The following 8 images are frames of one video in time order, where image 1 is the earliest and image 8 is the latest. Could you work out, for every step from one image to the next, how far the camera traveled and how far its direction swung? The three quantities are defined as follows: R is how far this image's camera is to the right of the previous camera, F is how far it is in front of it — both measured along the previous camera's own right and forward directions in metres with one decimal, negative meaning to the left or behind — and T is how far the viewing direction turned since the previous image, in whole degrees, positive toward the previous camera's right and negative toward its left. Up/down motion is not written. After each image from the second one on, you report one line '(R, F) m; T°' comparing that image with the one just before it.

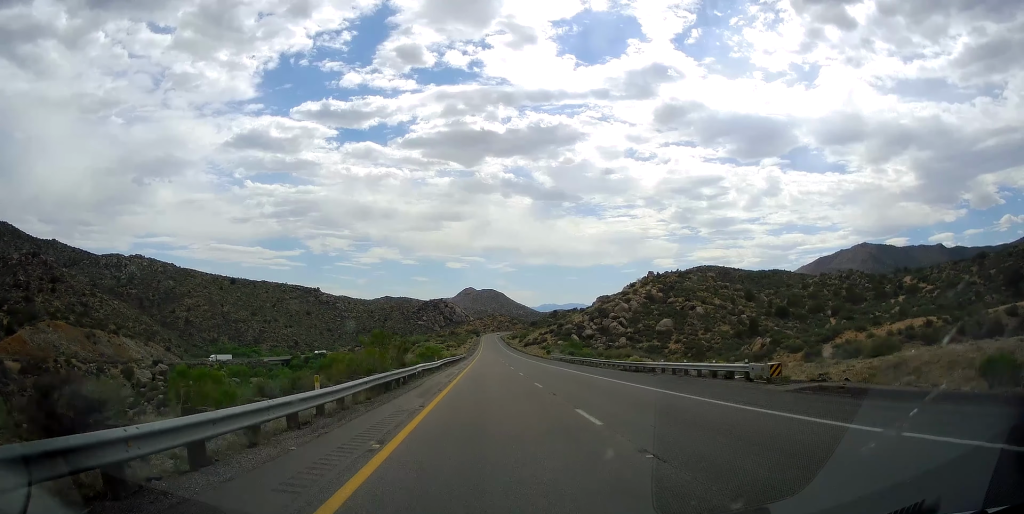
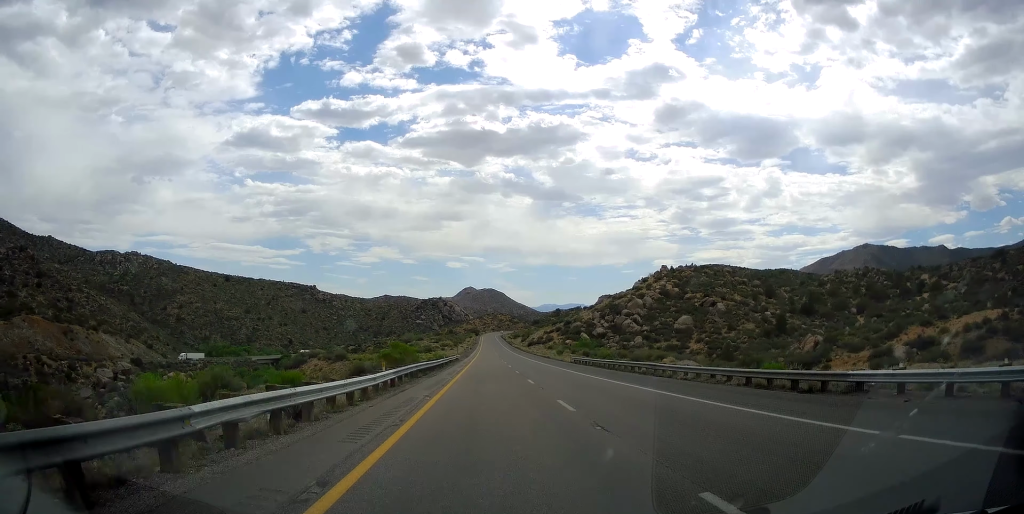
(-0.4, +21.4) m; +1°
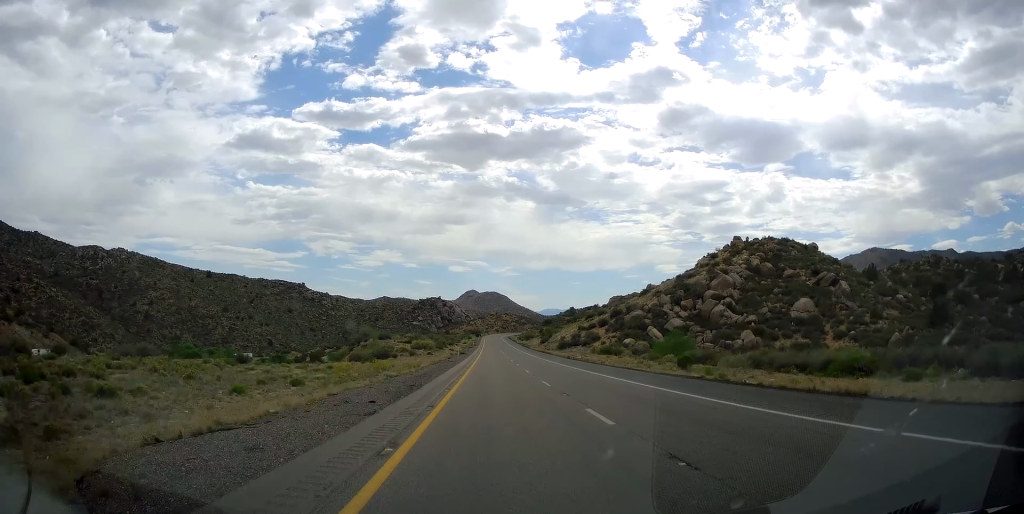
(+0.5, +76.3) m; 0°
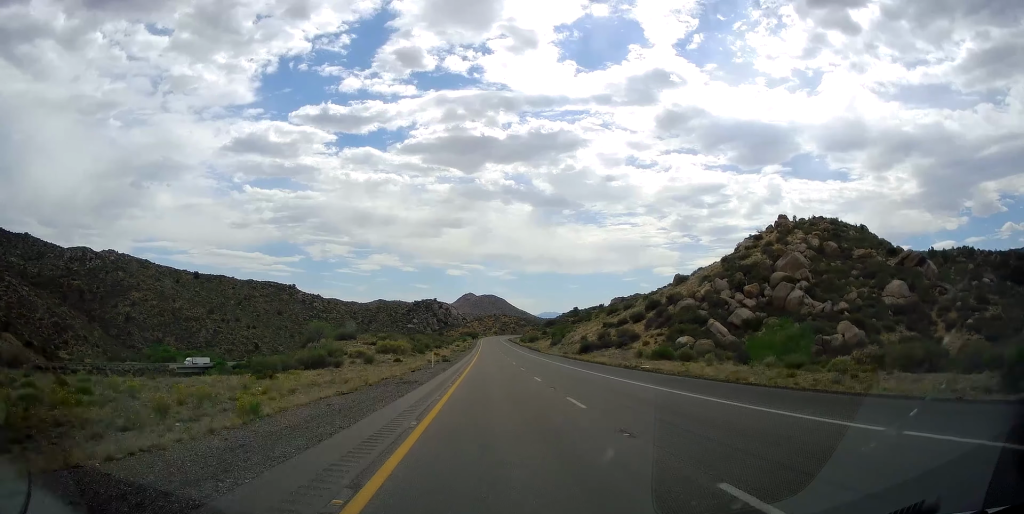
(-0.1, +33.5) m; 0°
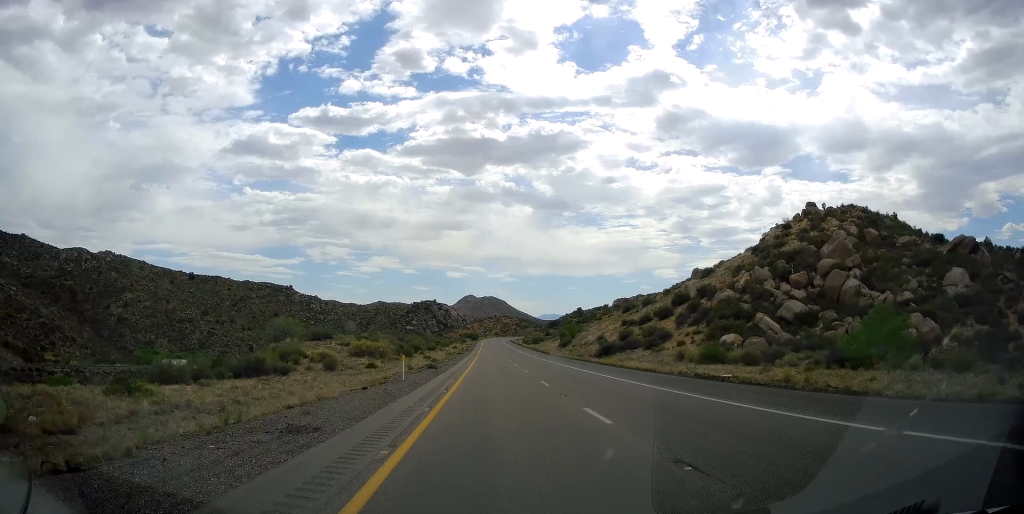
(+0.1, +15.6) m; 0°
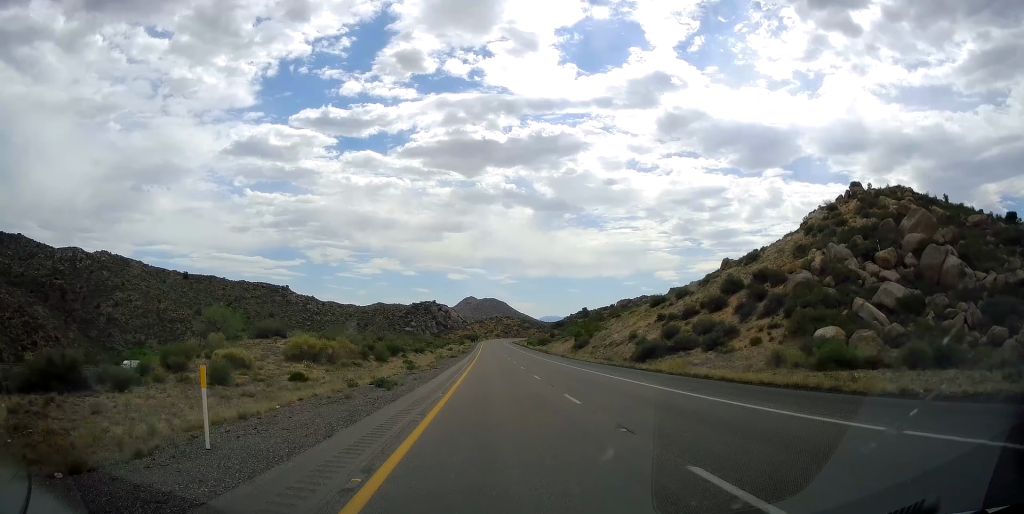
(-0.2, +20.2) m; 0°
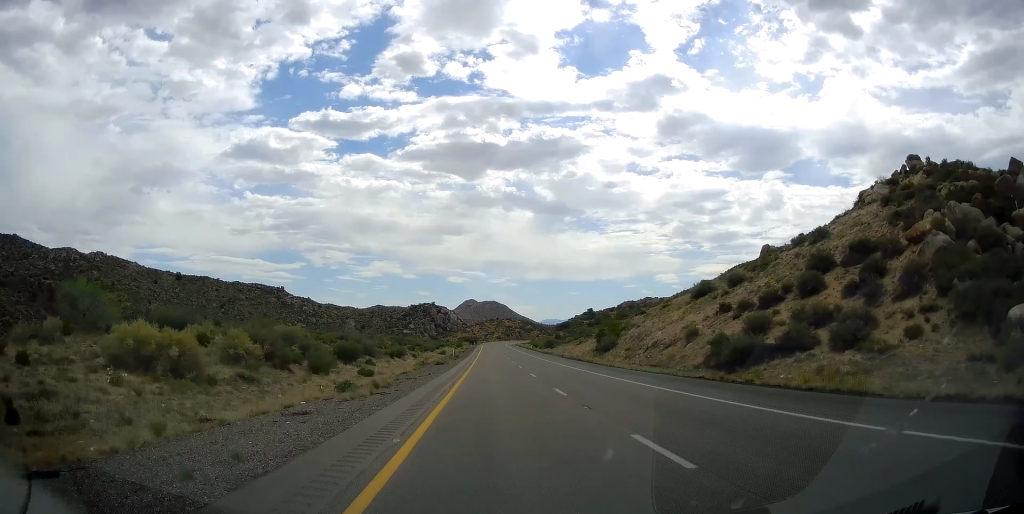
(0.0, +21.4) m; 0°
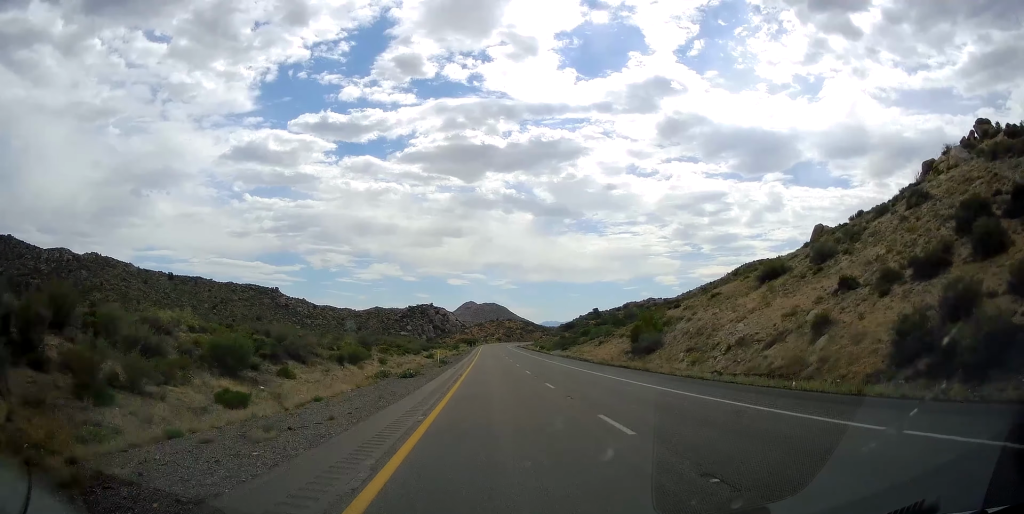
(+0.2, +21.4) m; 0°
